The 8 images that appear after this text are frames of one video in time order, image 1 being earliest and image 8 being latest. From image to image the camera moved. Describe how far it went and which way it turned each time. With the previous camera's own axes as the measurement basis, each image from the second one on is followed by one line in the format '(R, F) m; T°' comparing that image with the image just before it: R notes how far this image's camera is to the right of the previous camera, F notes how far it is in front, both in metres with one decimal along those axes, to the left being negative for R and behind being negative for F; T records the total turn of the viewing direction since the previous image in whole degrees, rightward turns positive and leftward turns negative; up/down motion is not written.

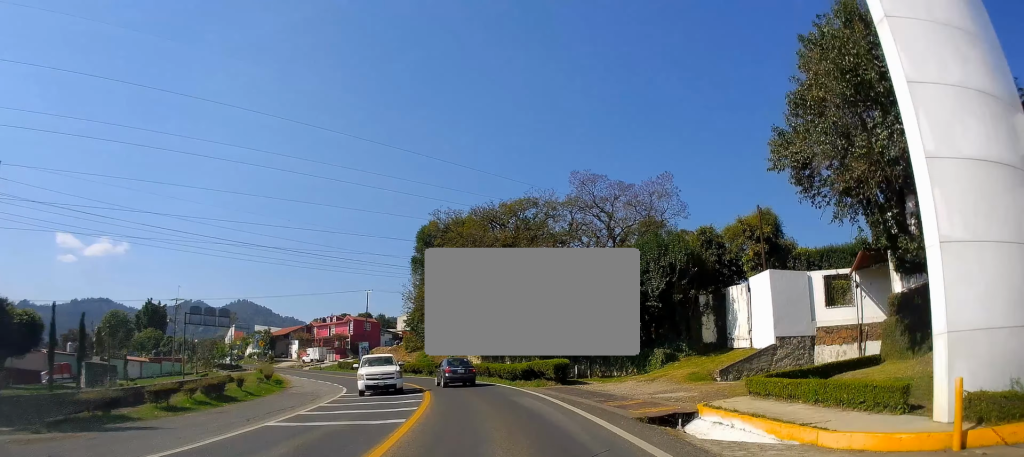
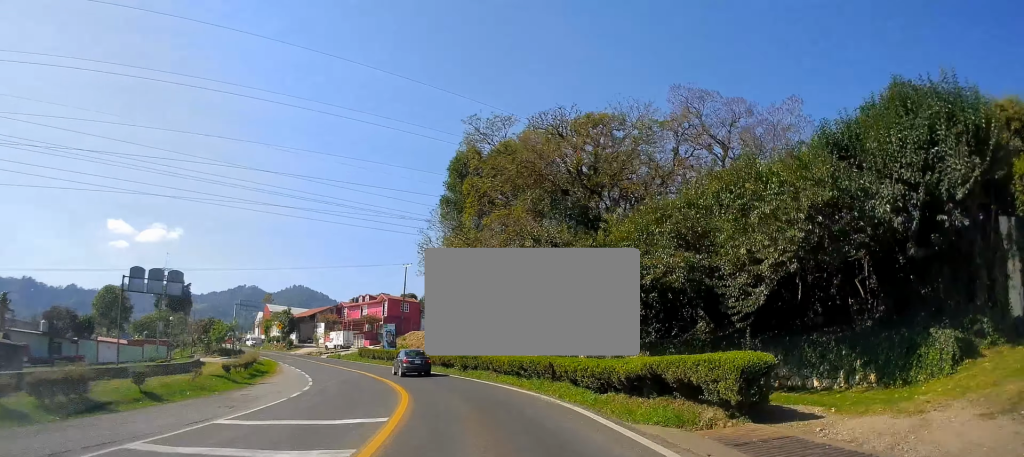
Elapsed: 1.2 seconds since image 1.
(-0.3, +16.4) m; -6°
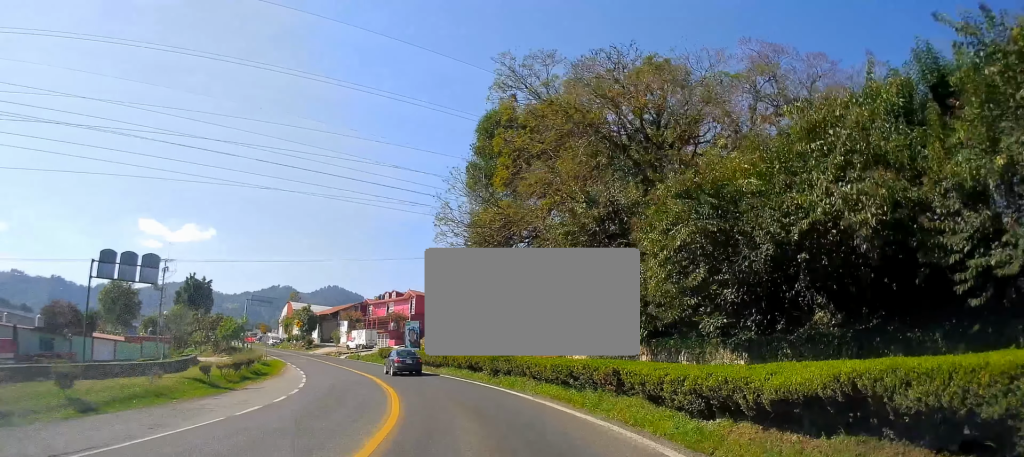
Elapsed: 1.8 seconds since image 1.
(-0.3, +7.3) m; -5°
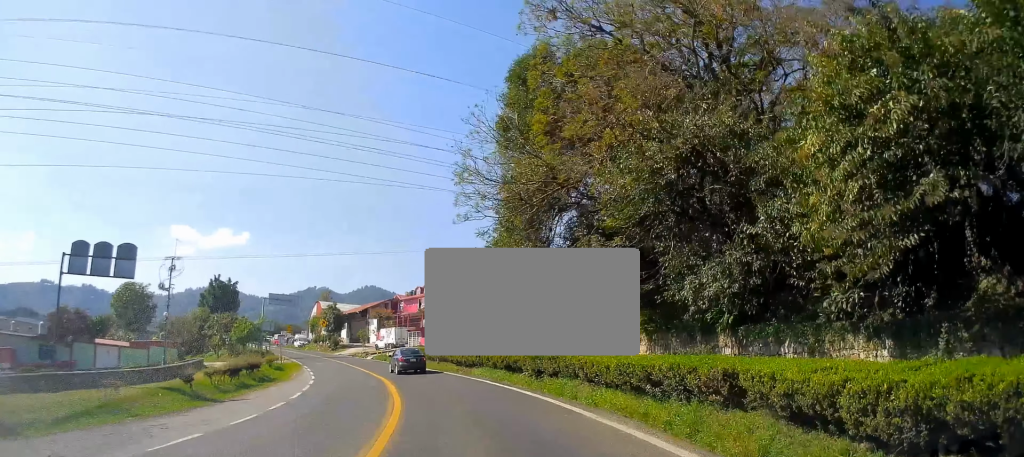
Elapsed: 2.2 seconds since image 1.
(-0.1, +5.7) m; -4°
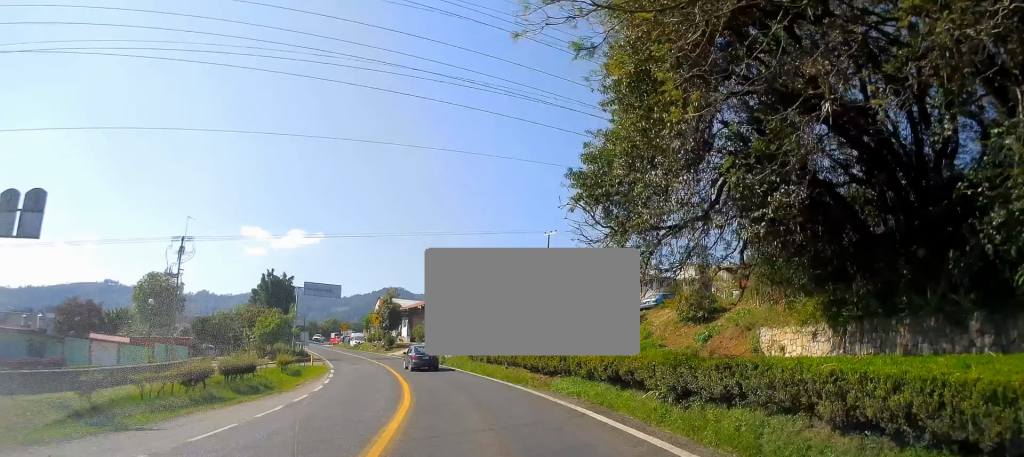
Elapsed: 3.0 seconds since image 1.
(-0.8, +10.9) m; -6°
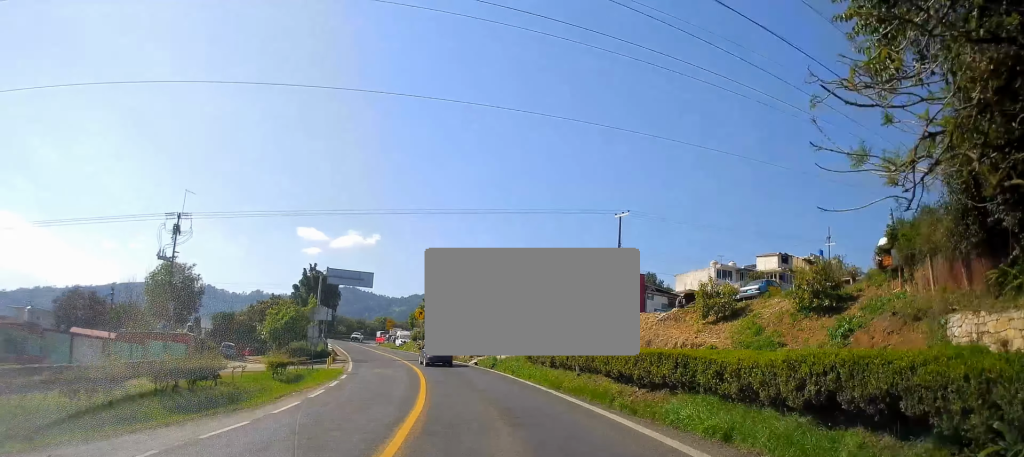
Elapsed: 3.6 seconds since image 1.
(-0.3, +8.5) m; -4°
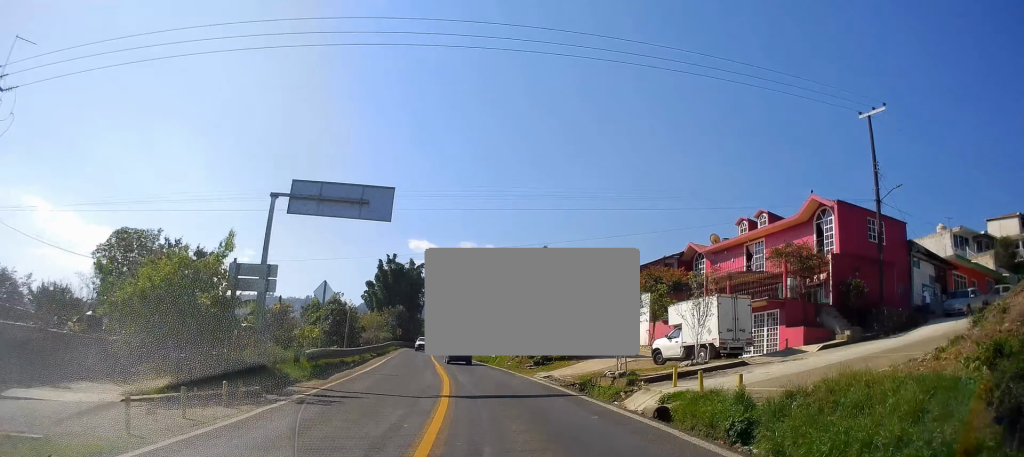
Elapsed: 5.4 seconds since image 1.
(-2.7, +26.8) m; -10°
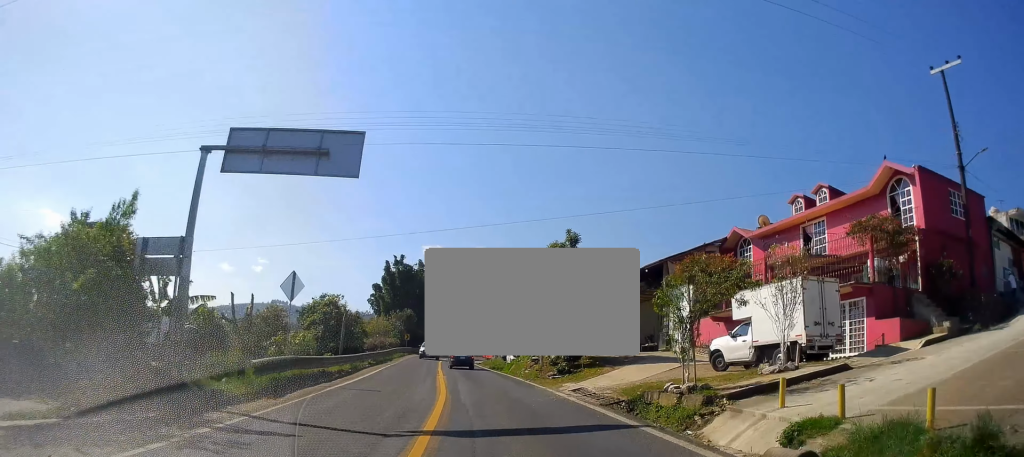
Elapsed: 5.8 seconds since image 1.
(0.0, +6.4) m; -3°
